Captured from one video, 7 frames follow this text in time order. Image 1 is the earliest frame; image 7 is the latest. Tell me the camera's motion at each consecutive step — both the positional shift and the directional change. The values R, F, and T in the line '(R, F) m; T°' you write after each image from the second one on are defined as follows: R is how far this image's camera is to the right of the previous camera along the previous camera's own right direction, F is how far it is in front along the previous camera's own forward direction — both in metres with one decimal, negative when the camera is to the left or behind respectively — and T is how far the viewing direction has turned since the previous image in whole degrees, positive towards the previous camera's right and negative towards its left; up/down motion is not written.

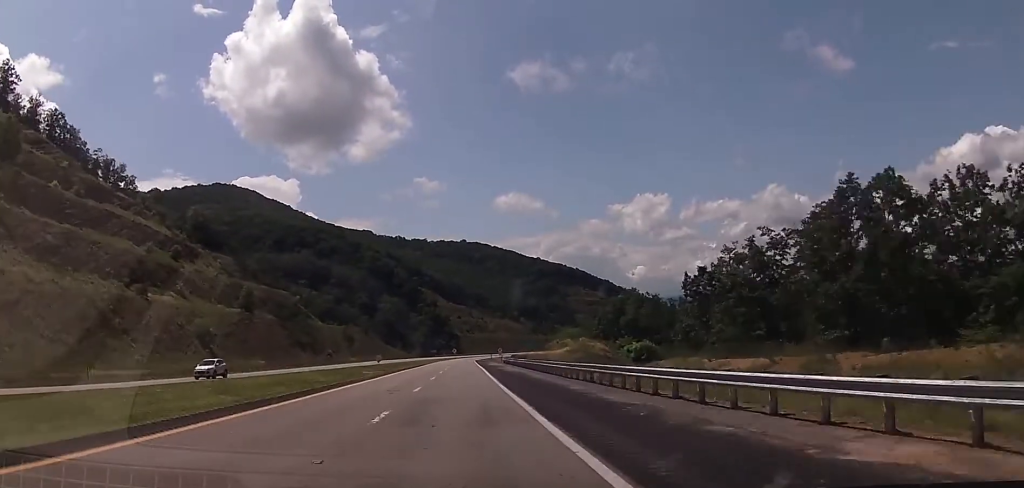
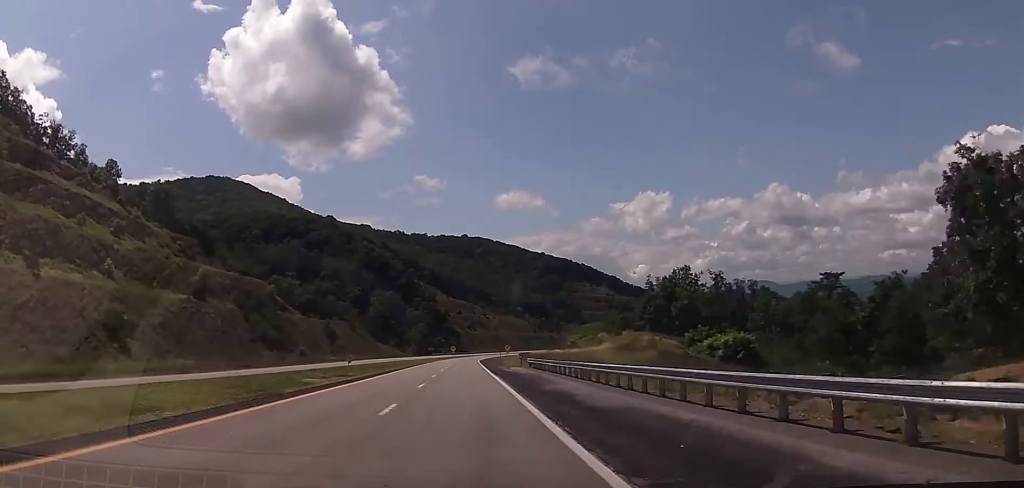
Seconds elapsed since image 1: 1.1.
(0.0, +35.8) m; 0°
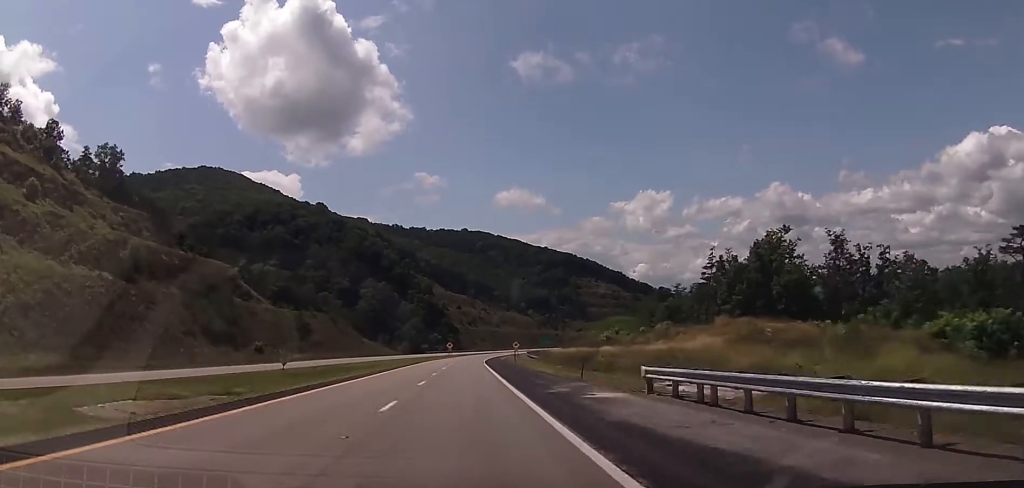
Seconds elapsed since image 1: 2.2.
(-0.2, +36.4) m; 0°
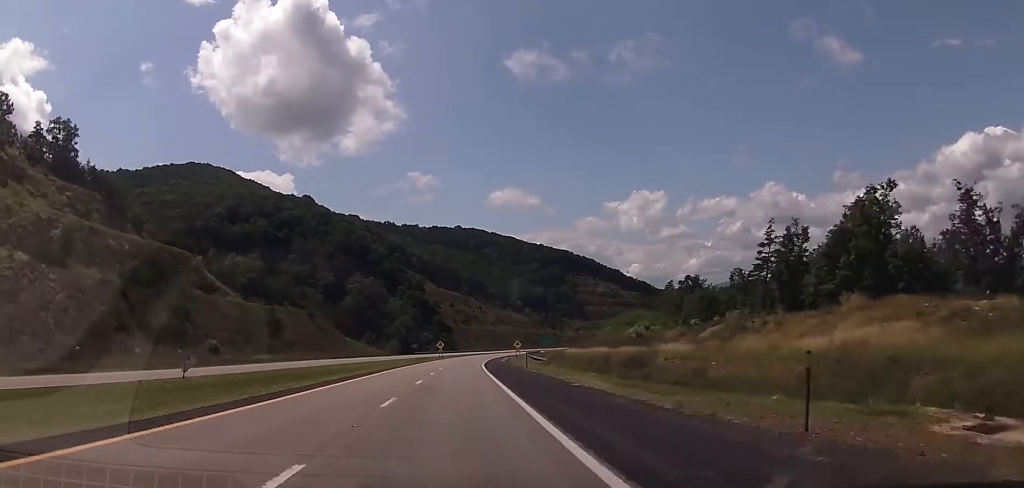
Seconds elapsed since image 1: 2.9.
(-0.1, +22.9) m; +1°
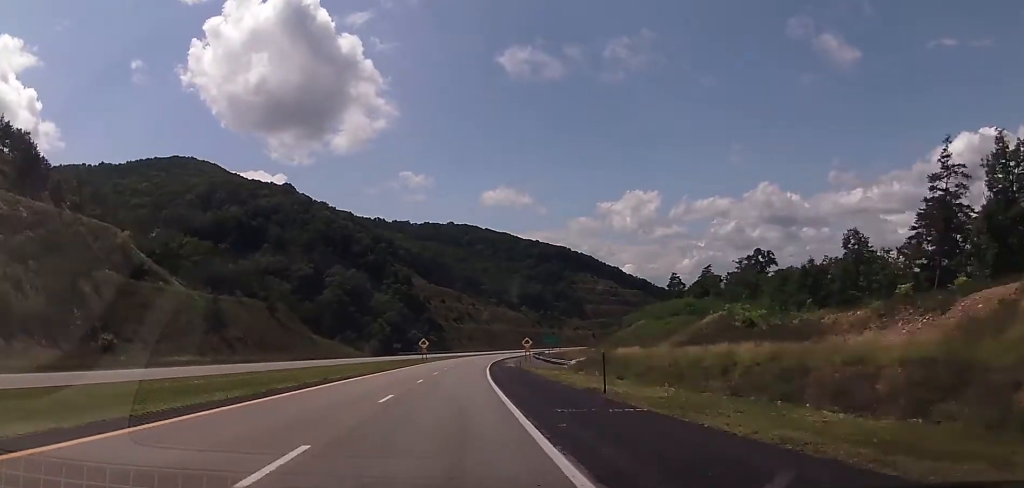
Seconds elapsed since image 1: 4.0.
(+0.4, +35.9) m; +1°
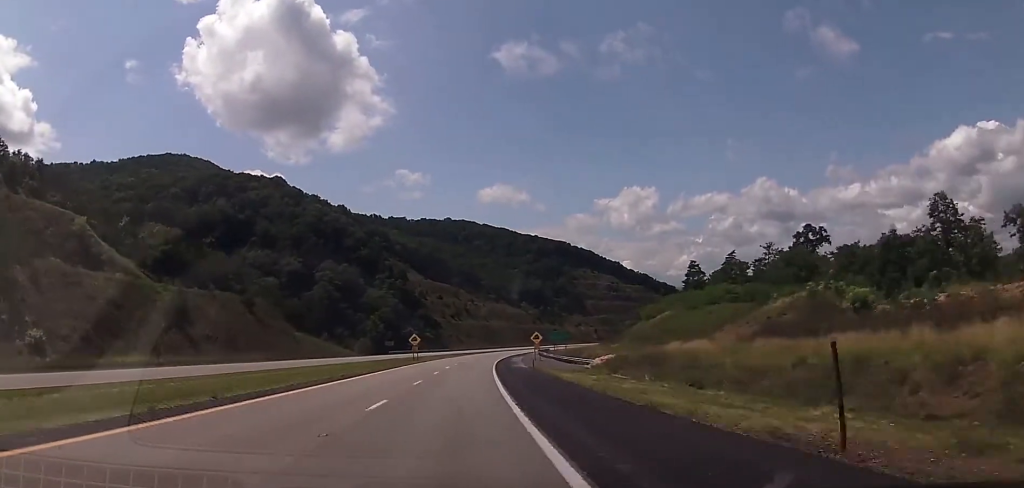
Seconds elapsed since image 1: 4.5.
(0.0, +16.0) m; 0°
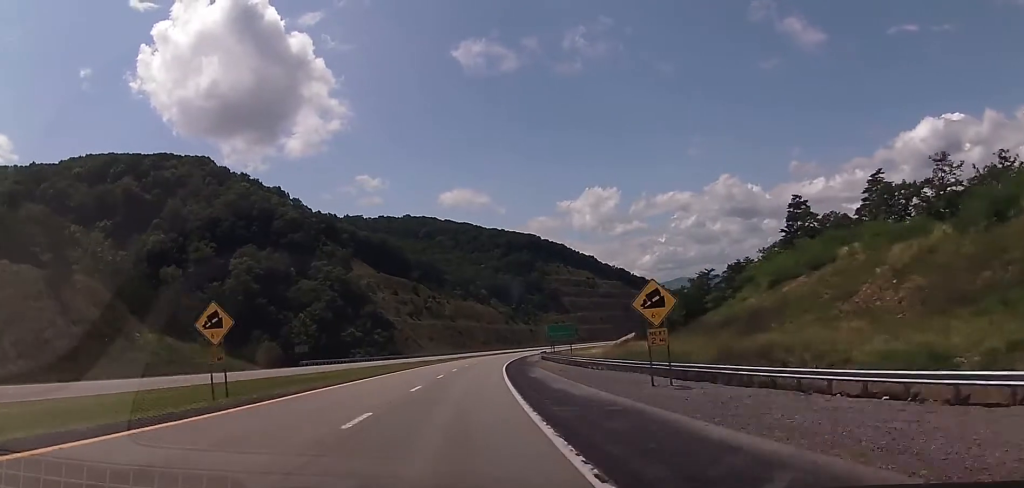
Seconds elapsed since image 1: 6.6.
(+1.2, +65.0) m; +2°
